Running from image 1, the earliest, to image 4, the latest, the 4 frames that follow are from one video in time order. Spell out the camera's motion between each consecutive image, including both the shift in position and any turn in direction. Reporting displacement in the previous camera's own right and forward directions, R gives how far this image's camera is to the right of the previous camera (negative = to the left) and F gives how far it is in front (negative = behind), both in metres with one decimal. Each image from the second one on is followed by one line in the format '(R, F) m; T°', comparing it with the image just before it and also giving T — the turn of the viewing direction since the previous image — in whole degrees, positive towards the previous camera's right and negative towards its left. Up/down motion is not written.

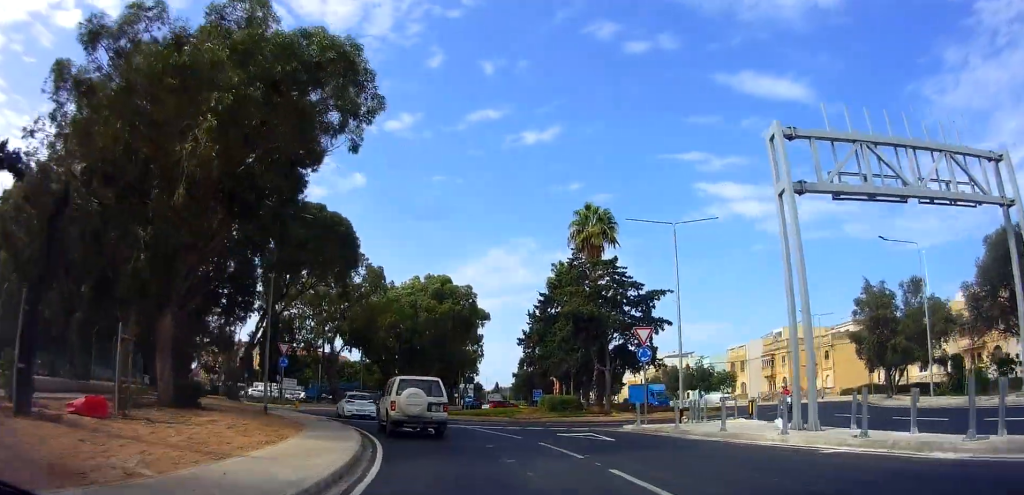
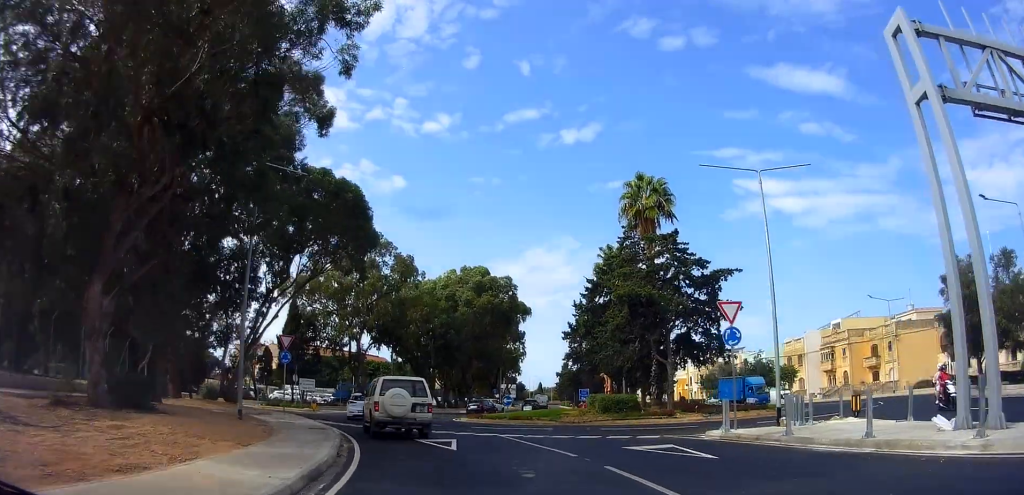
(-0.1, +5.9) m; 0°
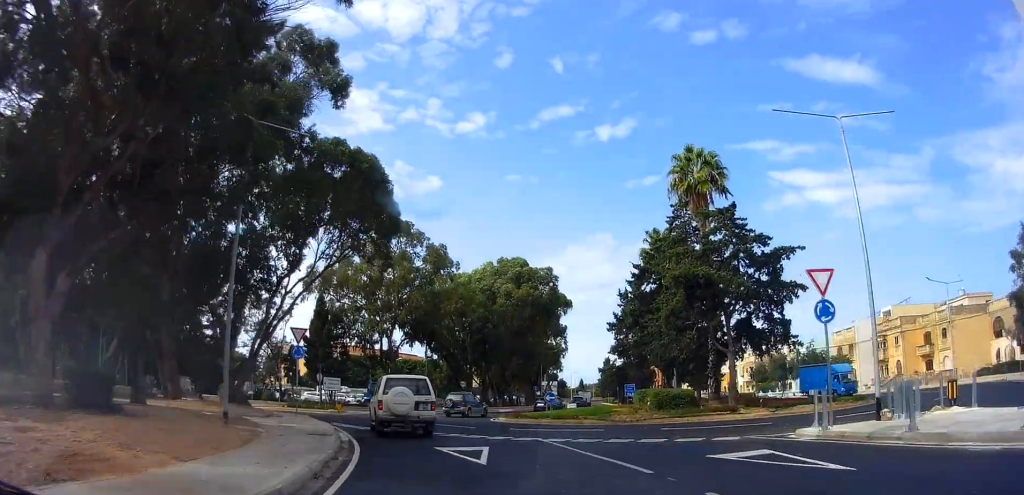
(0.0, +3.7) m; +1°
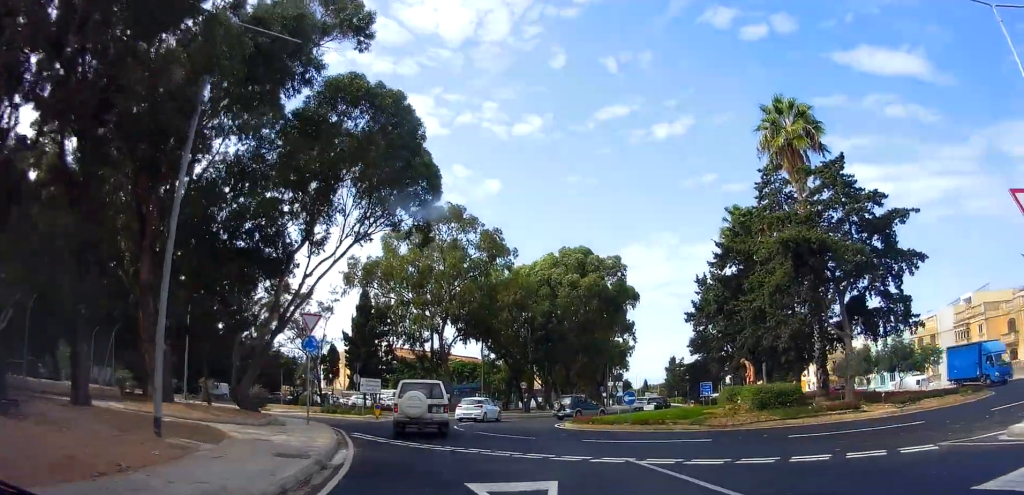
(+0.3, +5.9) m; -7°
